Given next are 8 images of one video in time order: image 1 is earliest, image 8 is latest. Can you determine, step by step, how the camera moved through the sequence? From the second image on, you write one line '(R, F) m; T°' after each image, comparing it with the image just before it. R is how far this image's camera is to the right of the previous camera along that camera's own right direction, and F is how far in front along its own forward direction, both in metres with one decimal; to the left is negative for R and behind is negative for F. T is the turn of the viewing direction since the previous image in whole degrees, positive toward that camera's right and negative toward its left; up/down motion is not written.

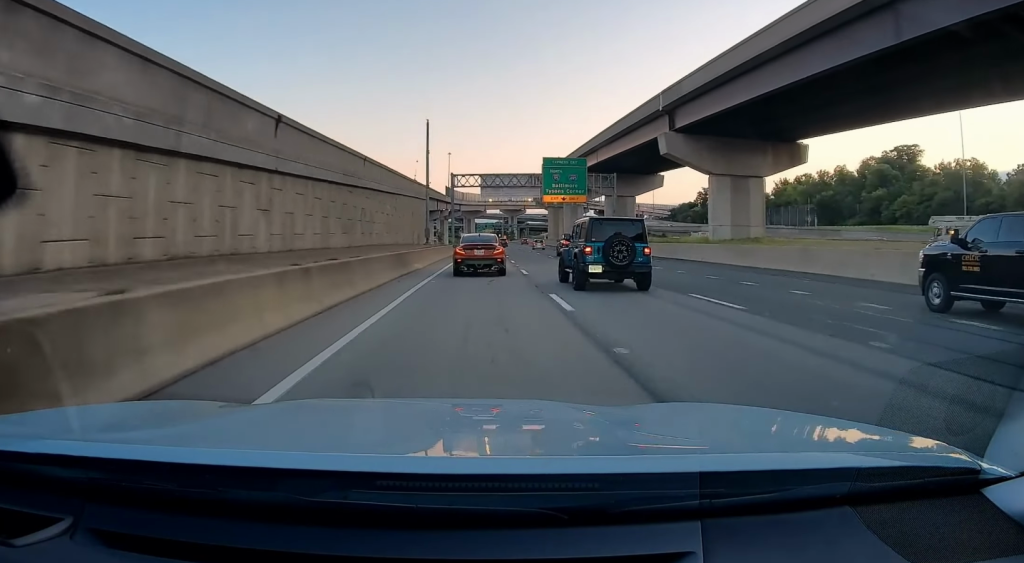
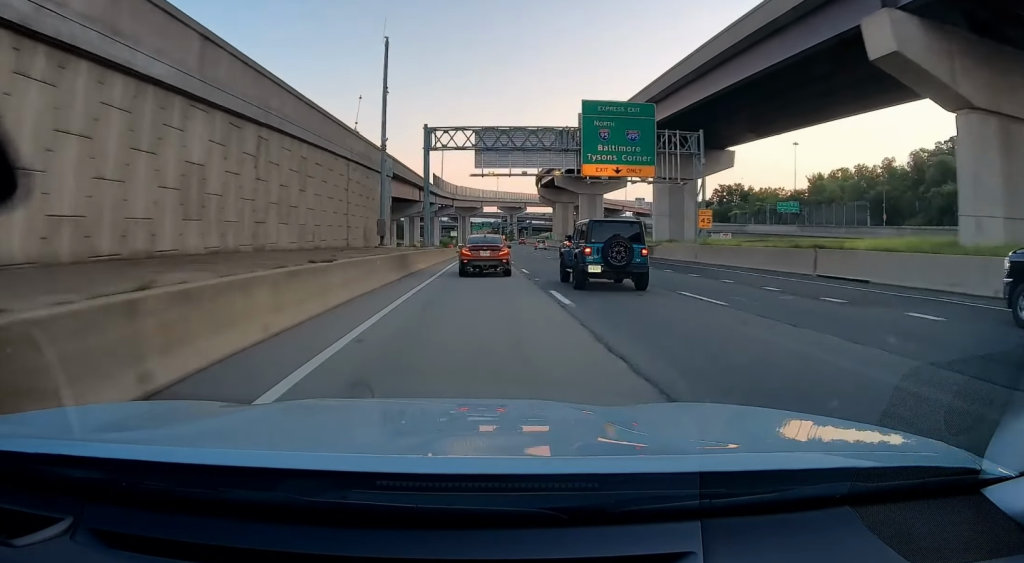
(+0.2, +35.2) m; 0°
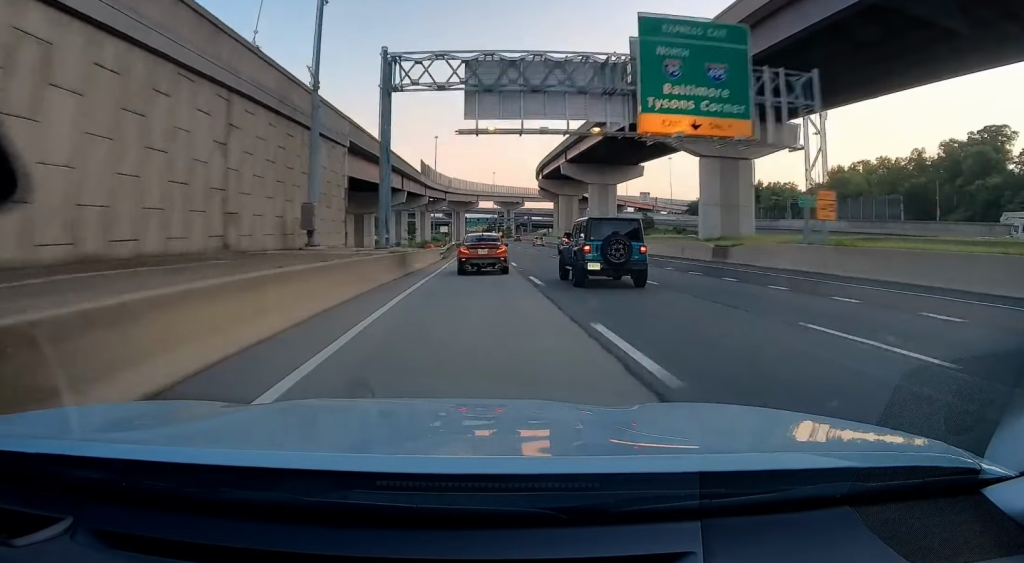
(+0.1, +22.0) m; 0°
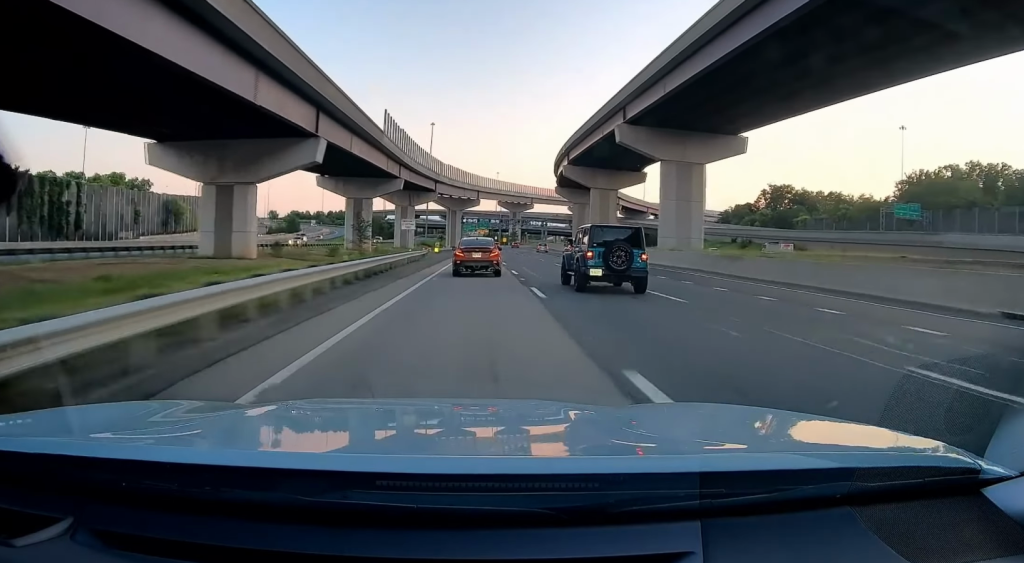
(0.0, +49.3) m; 0°
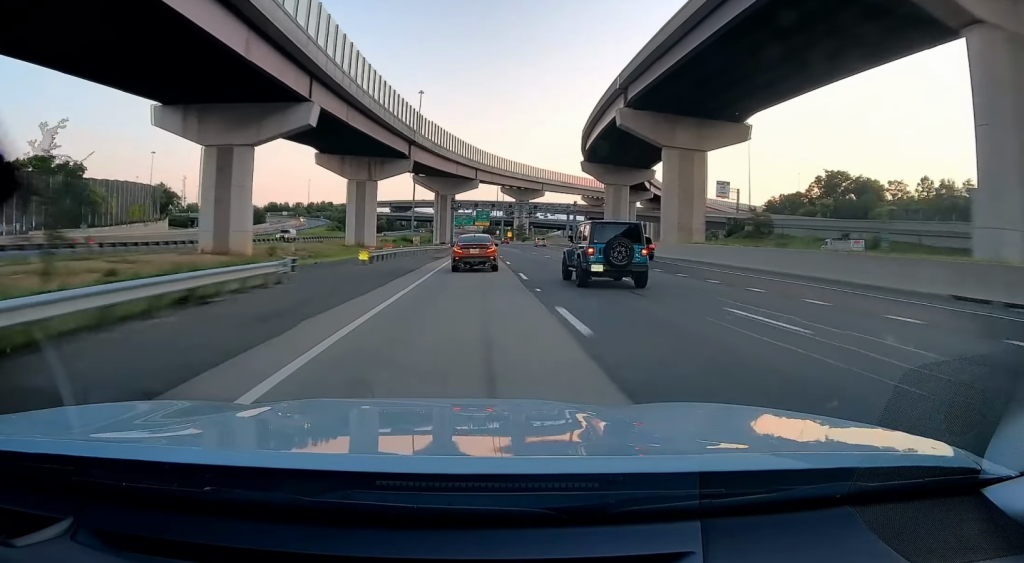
(0.0, +53.7) m; 0°
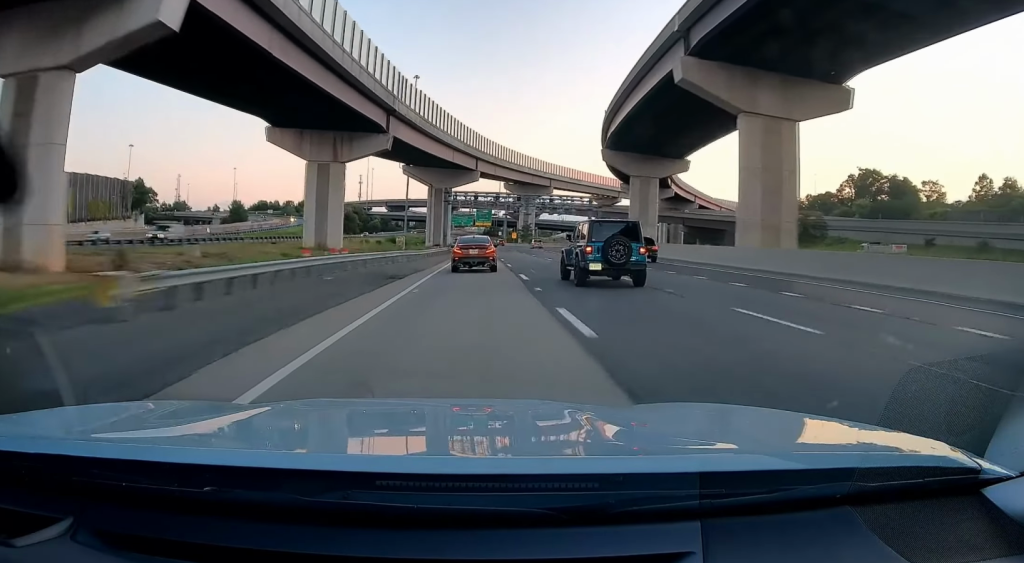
(-0.1, +23.0) m; 0°
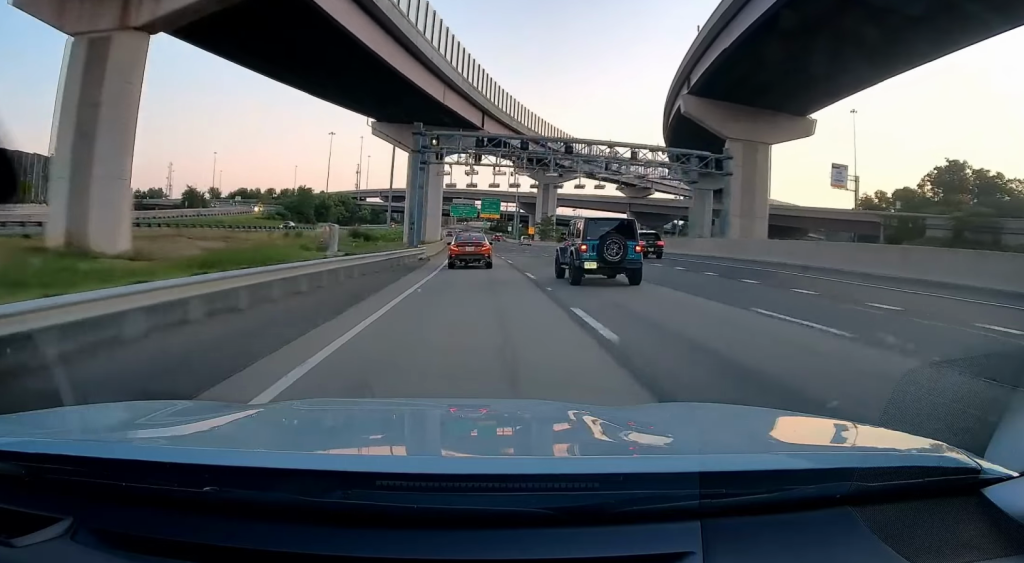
(0.0, +45.1) m; 0°
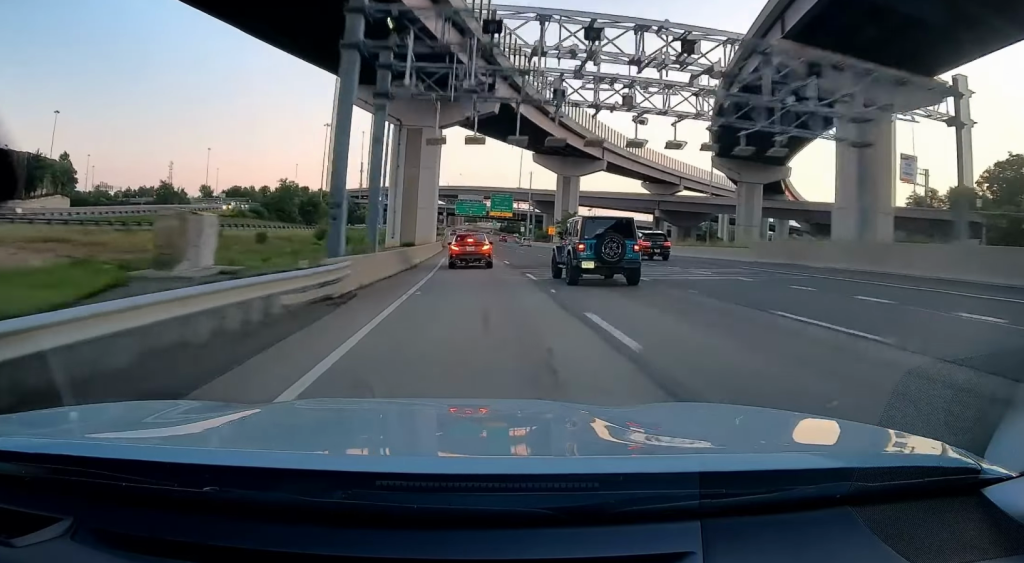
(+0.1, +25.6) m; 0°
